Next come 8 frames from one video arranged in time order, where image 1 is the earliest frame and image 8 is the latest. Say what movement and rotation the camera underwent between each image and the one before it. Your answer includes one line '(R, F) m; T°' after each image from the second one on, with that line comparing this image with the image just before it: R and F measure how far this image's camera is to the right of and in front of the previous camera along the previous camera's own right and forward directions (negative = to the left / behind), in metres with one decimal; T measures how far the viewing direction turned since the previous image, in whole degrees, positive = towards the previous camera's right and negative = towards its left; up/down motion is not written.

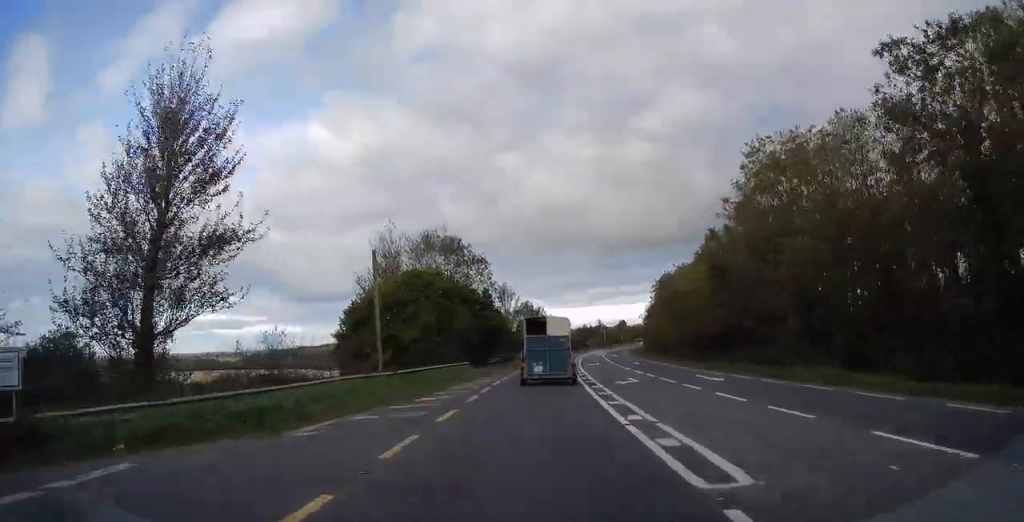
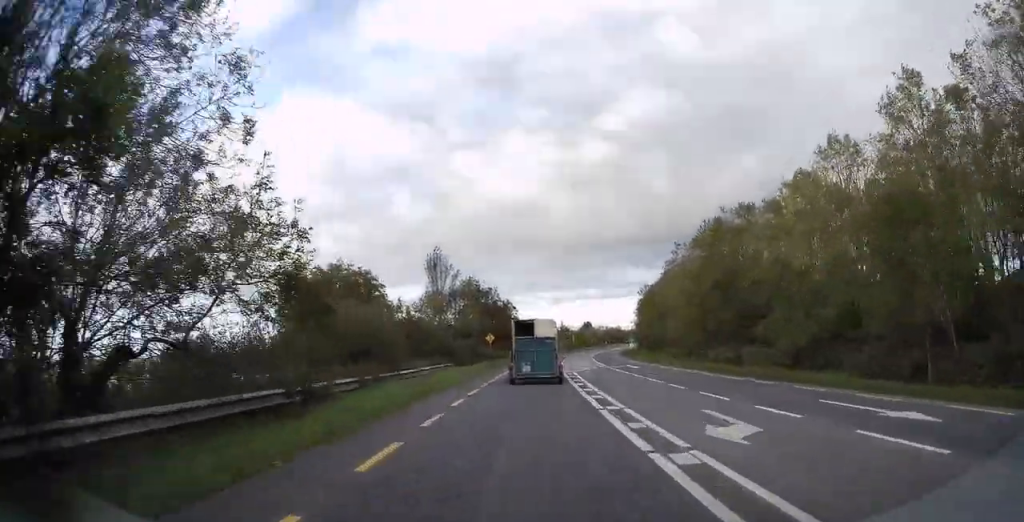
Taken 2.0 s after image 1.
(+1.5, +40.9) m; +4°
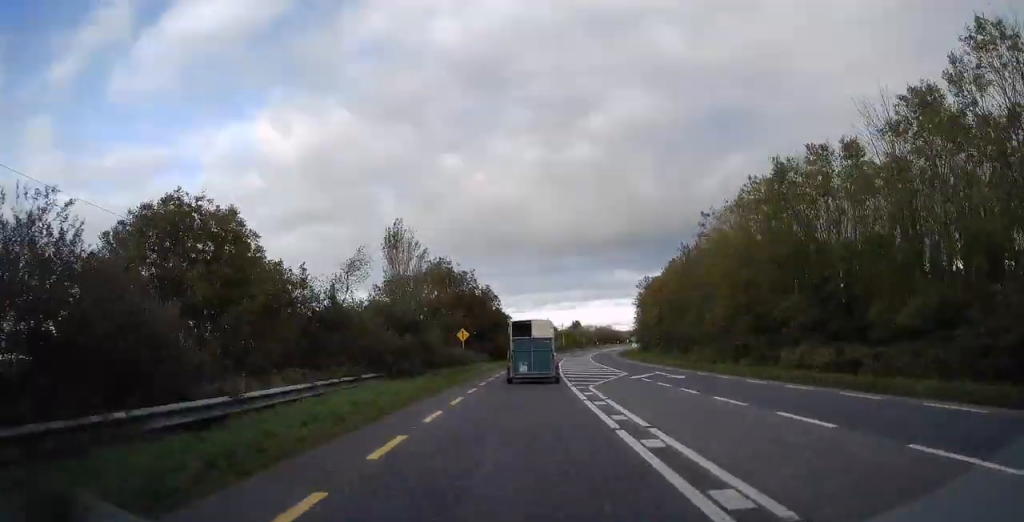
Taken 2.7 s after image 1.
(+0.1, +15.3) m; +1°
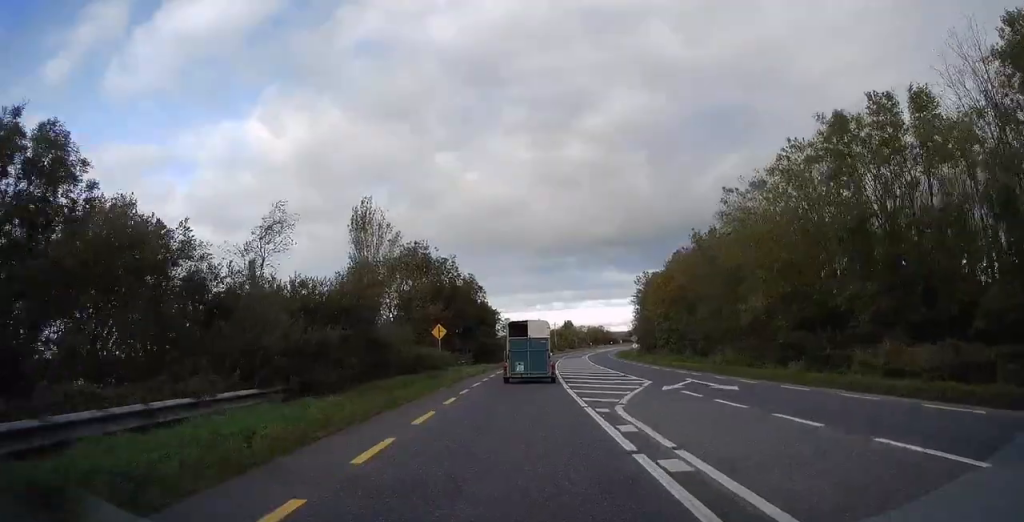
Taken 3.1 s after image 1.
(0.0, +8.4) m; +1°
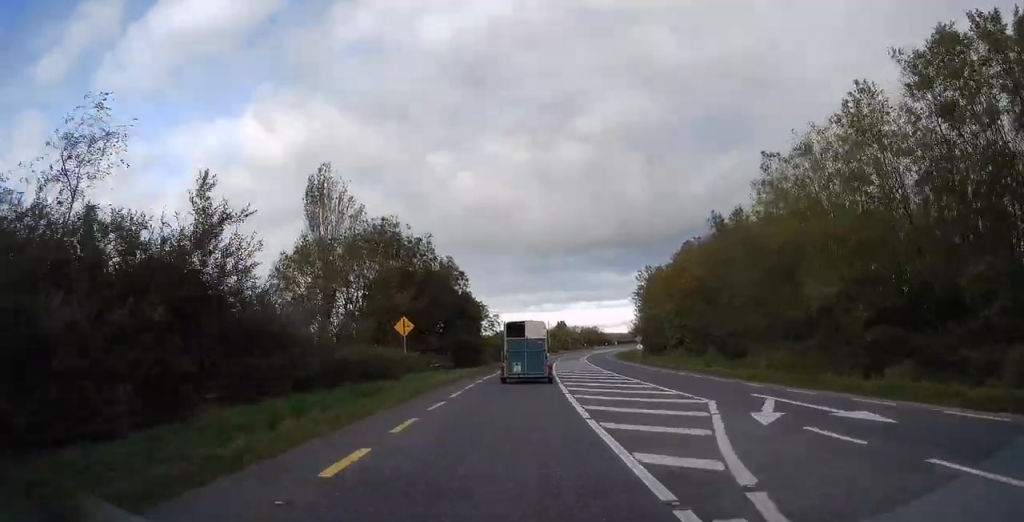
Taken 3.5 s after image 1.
(0.0, +9.1) m; +1°
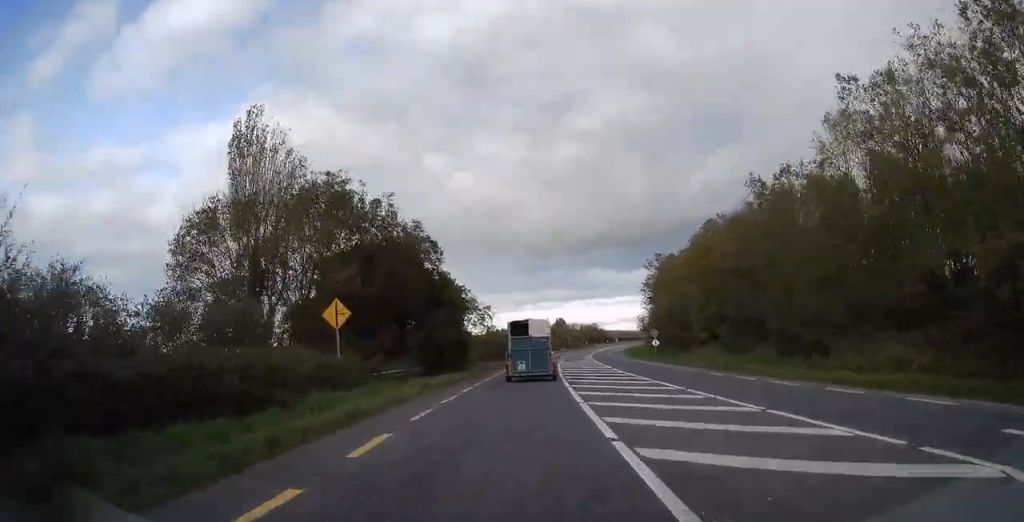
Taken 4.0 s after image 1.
(+0.2, +10.5) m; +1°
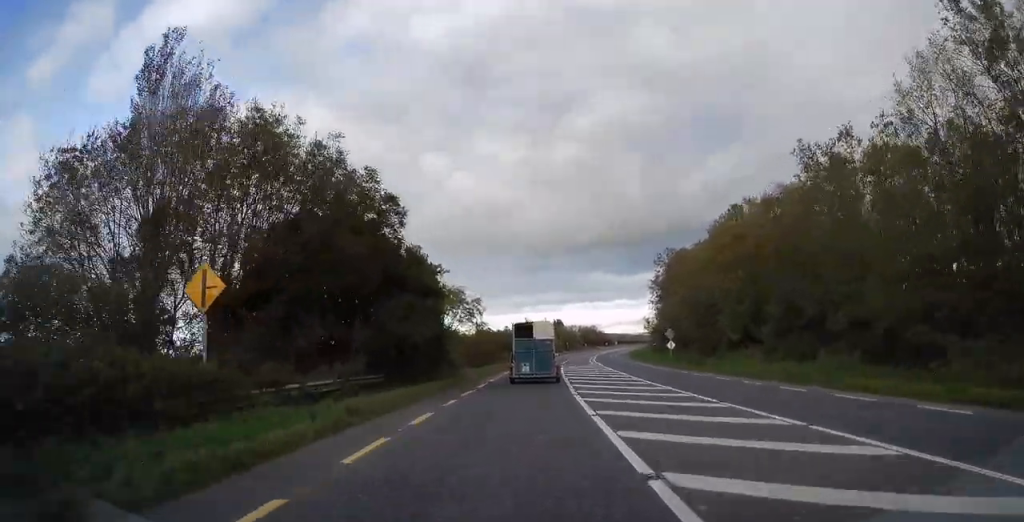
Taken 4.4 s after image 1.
(0.0, +8.4) m; +1°
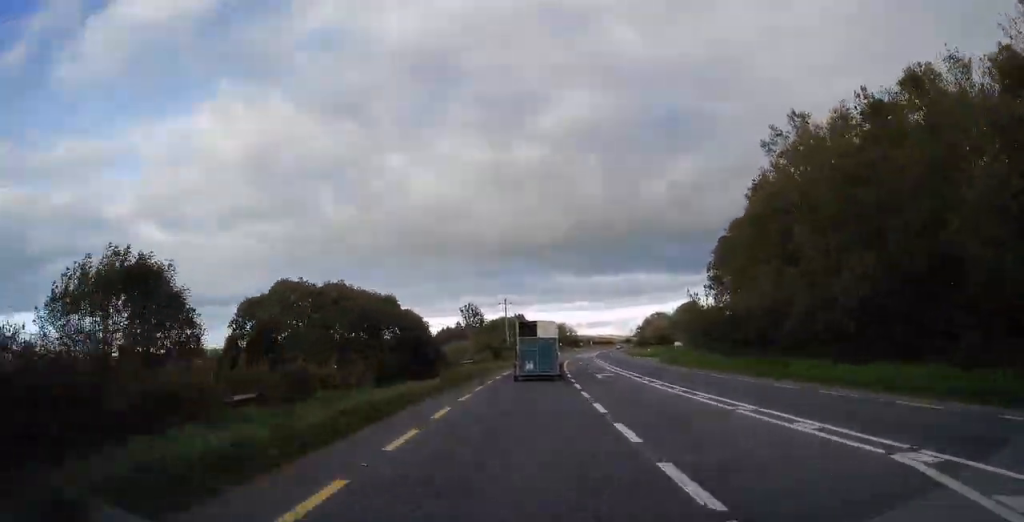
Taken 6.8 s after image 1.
(+1.3, +50.8) m; +3°
